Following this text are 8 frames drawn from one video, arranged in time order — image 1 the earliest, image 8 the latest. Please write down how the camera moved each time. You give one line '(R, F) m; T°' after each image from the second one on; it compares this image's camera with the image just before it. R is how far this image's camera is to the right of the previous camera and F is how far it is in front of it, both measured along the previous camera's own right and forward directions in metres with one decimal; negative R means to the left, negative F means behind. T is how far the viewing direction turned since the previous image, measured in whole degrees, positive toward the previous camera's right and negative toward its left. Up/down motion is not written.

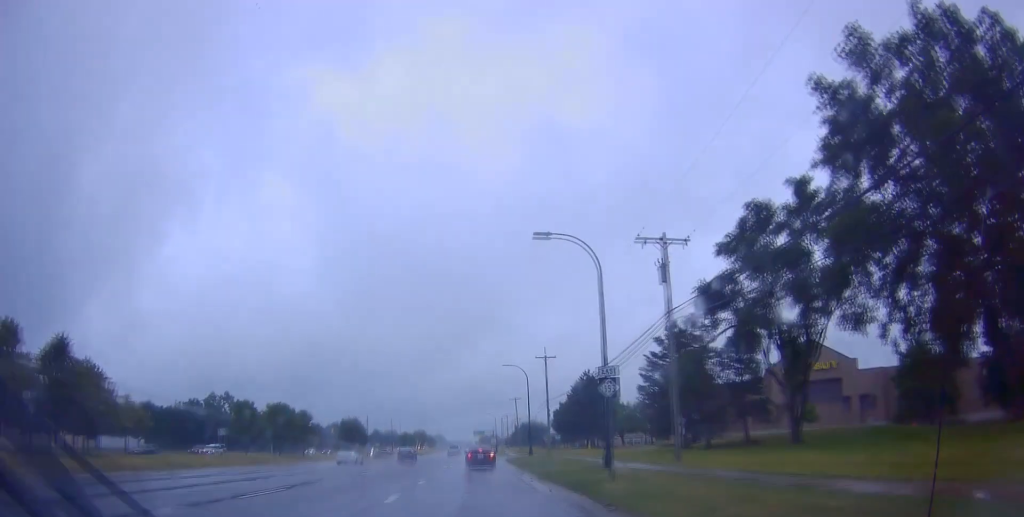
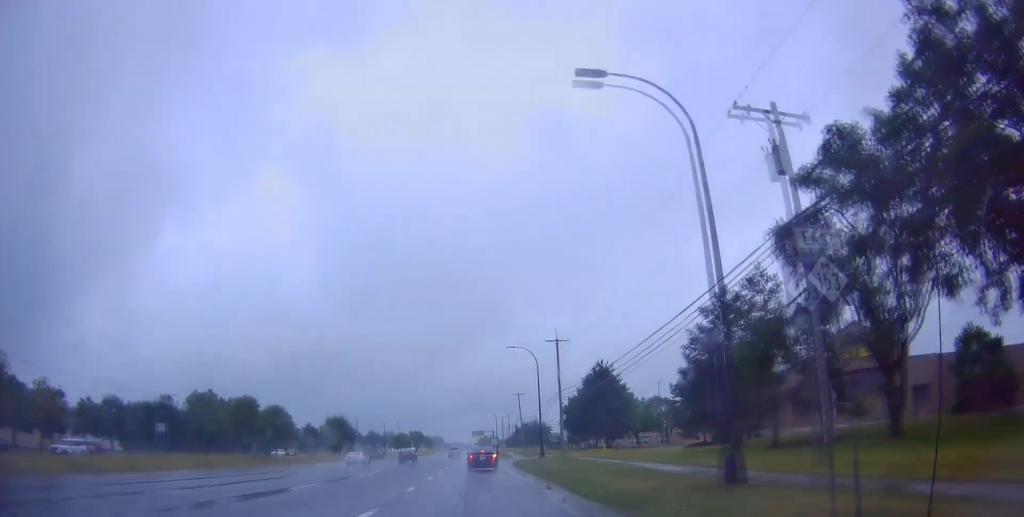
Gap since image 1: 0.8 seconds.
(-0.1, +11.4) m; -1°
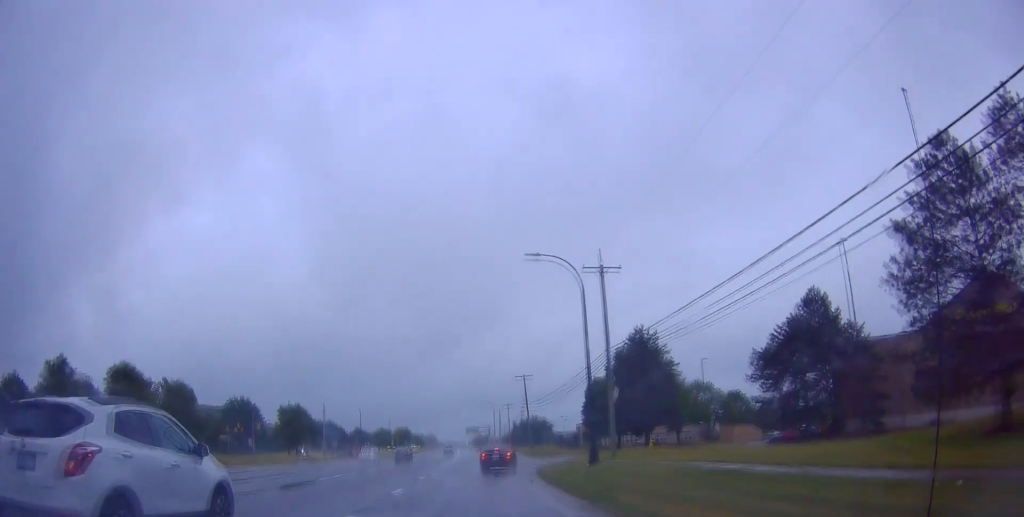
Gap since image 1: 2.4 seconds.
(+0.2, +24.1) m; +2°
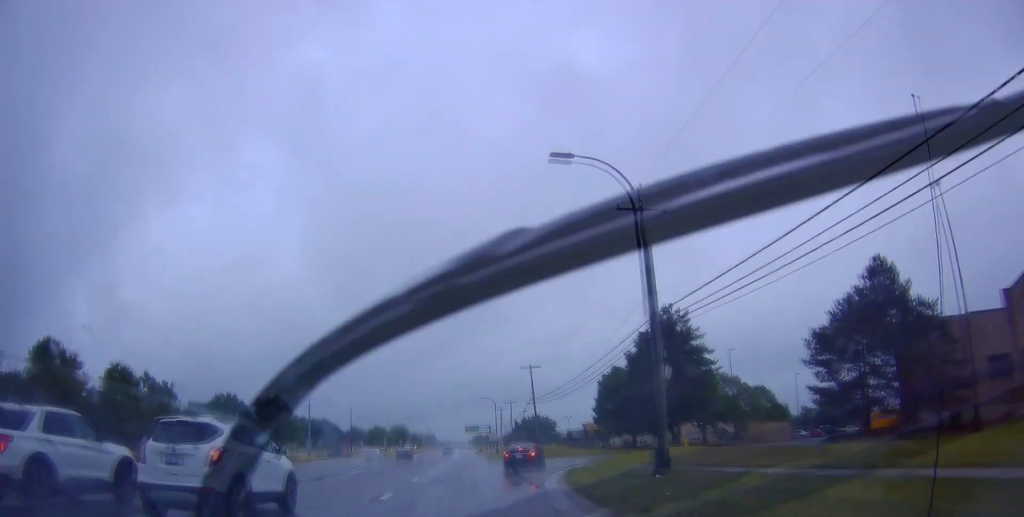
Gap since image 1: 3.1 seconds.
(0.0, +9.8) m; 0°
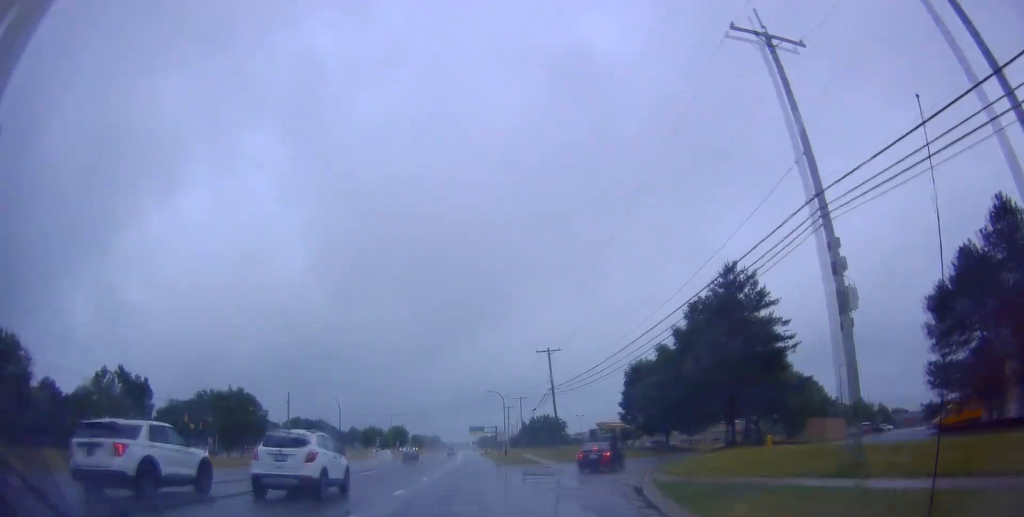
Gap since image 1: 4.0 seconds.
(0.0, +13.9) m; 0°
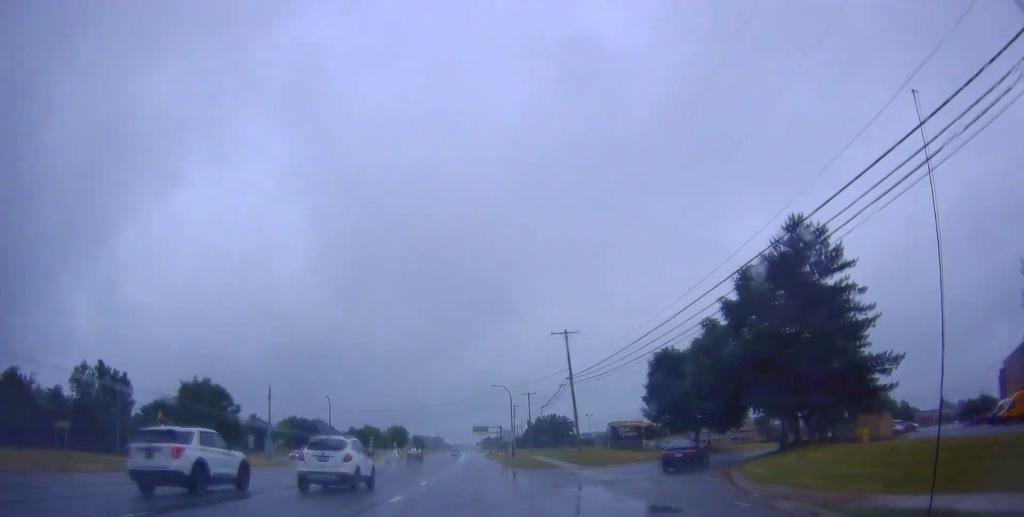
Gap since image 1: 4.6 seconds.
(0.0, +9.4) m; 0°
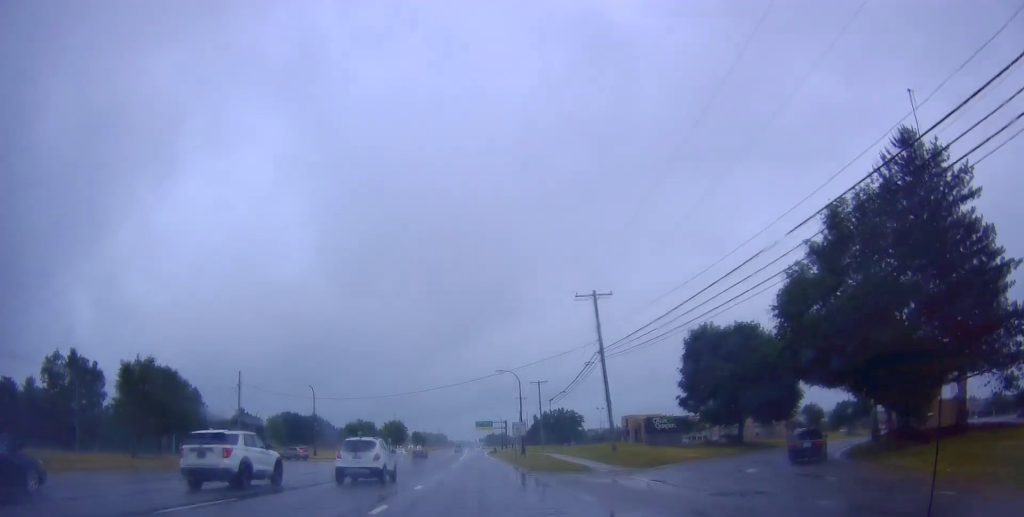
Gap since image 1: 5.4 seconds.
(0.0, +10.9) m; -1°
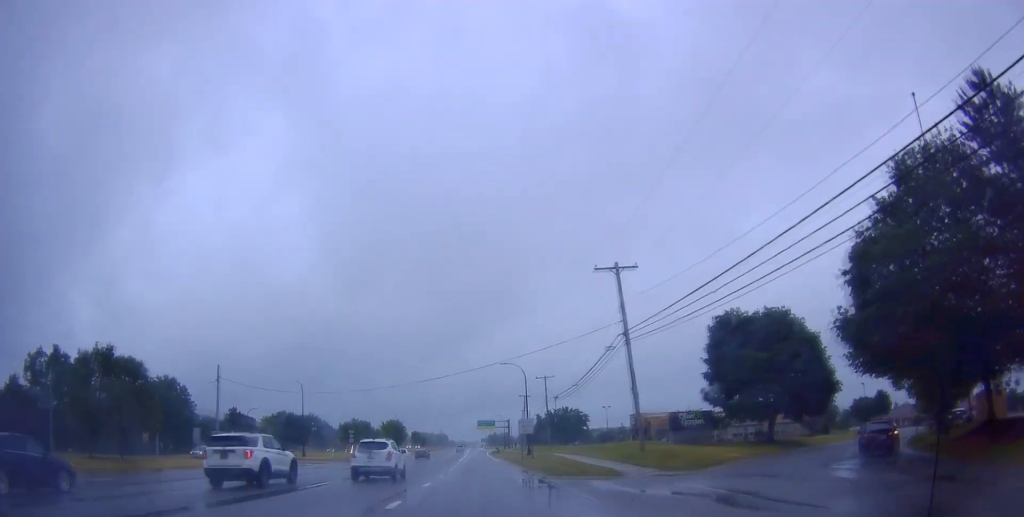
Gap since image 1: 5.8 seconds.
(-0.1, +6.0) m; -1°
